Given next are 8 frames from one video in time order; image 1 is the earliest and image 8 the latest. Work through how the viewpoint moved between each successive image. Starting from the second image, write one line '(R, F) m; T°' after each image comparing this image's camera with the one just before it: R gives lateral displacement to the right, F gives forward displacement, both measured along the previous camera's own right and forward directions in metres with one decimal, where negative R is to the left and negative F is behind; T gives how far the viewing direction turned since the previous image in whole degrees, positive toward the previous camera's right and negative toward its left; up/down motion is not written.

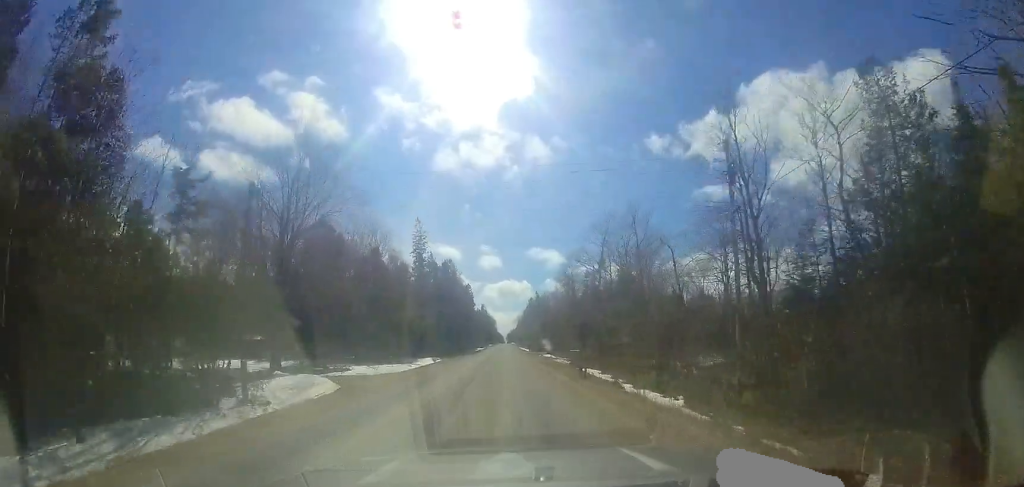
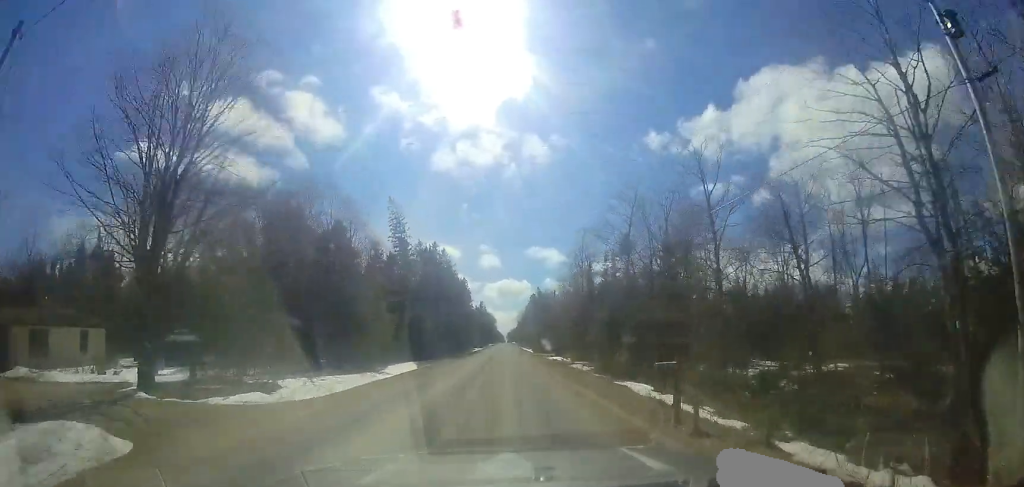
(+0.2, +10.0) m; -1°
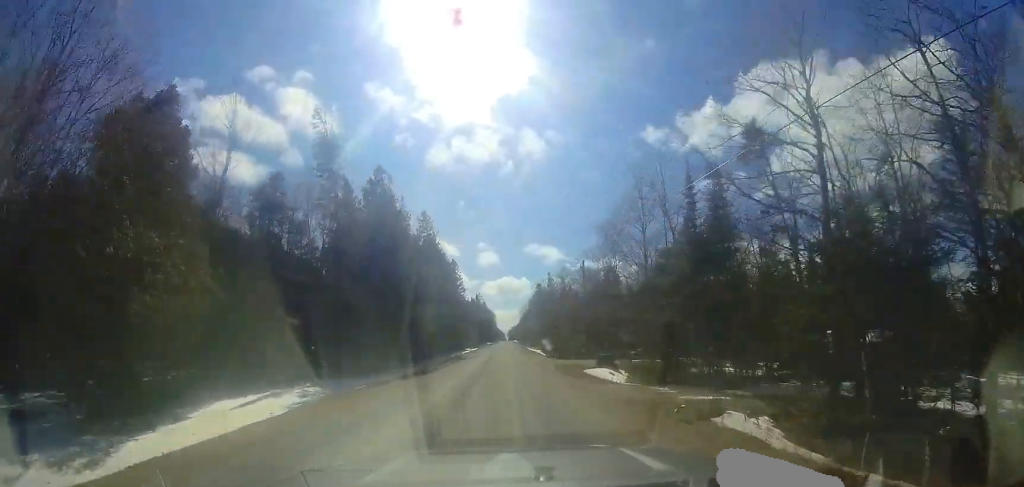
(-0.5, +21.6) m; -2°
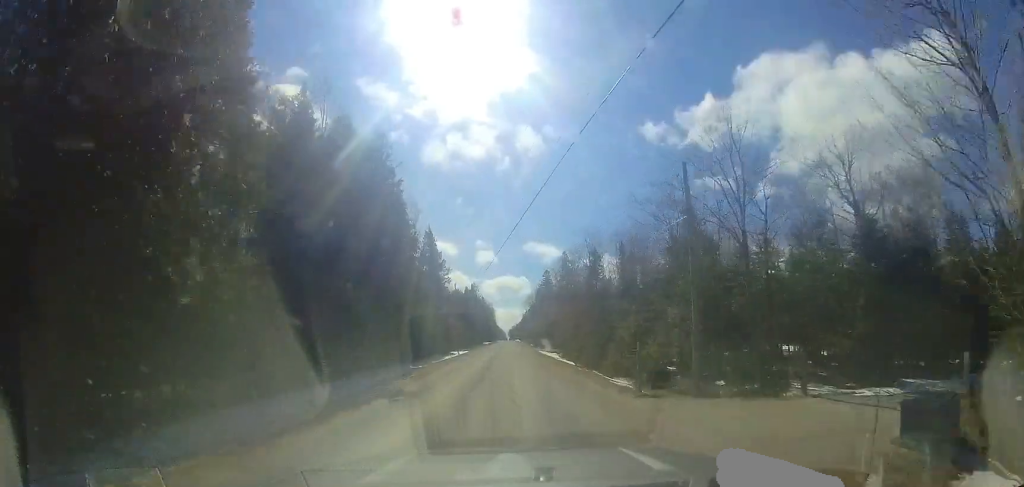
(-0.1, +22.2) m; +1°
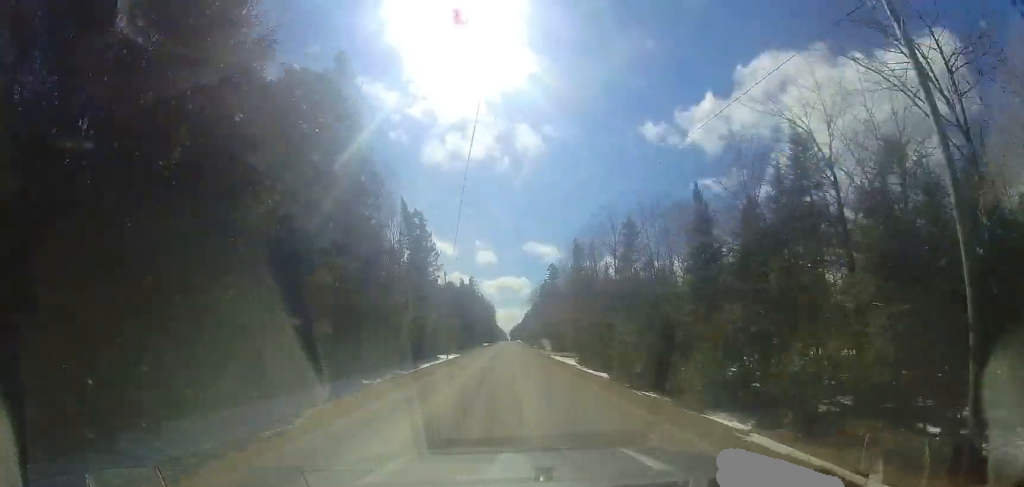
(+0.2, +11.0) m; +1°
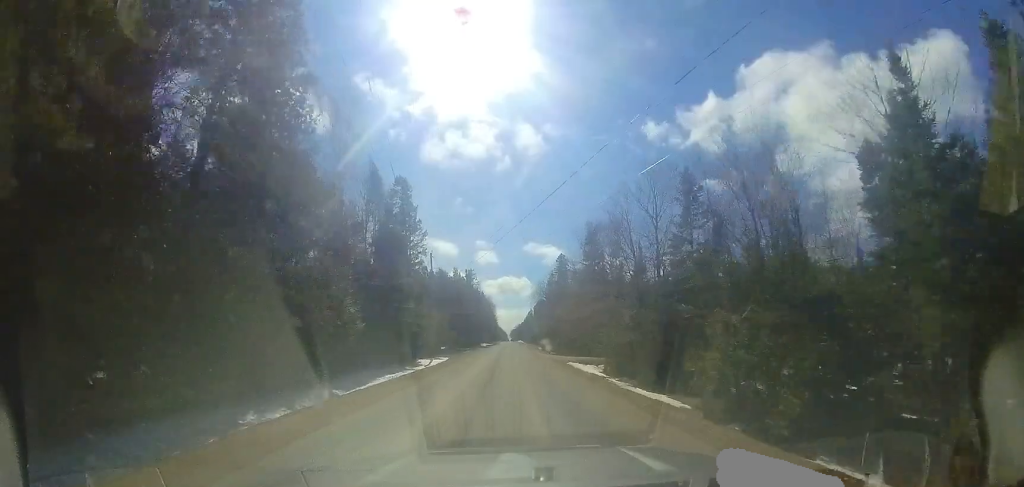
(+0.1, +10.3) m; +1°
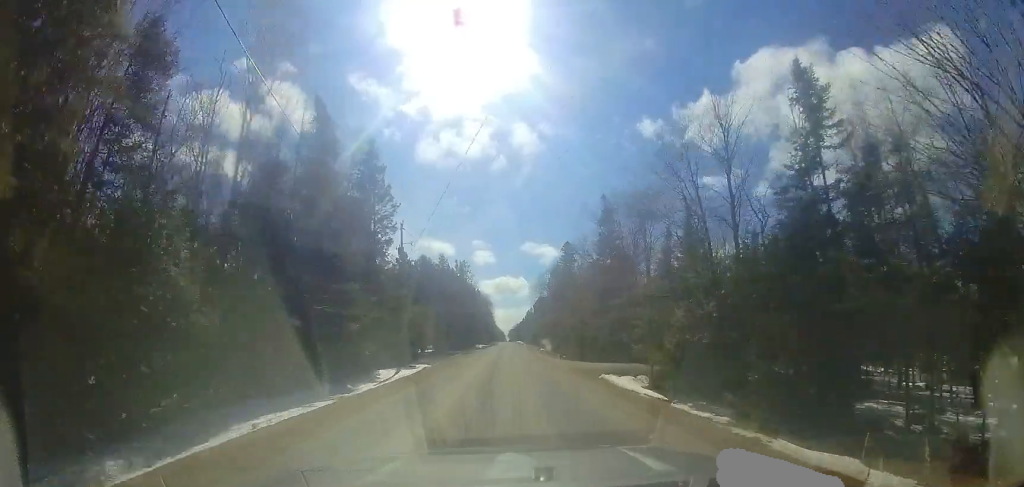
(-0.1, +10.2) m; +1°
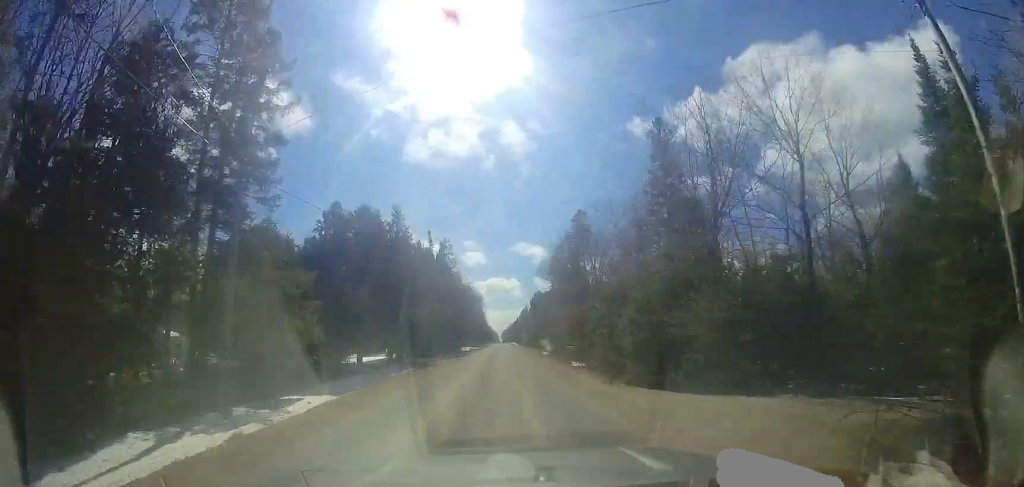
(+0.3, +17.4) m; +2°
